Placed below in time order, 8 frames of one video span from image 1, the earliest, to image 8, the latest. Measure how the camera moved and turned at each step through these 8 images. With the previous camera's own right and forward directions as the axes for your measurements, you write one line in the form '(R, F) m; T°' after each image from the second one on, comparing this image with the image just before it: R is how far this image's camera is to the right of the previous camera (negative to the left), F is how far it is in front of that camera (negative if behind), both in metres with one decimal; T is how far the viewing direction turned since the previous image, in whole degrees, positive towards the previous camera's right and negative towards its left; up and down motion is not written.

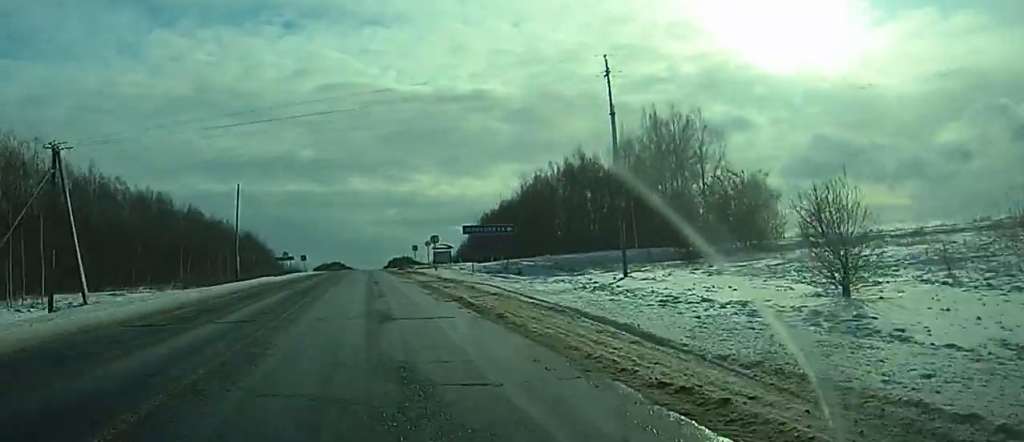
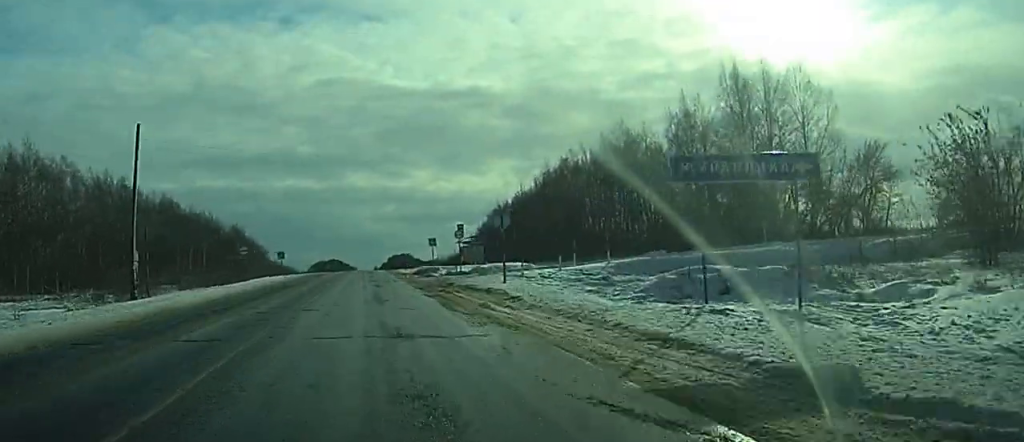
(+0.1, +33.5) m; 0°
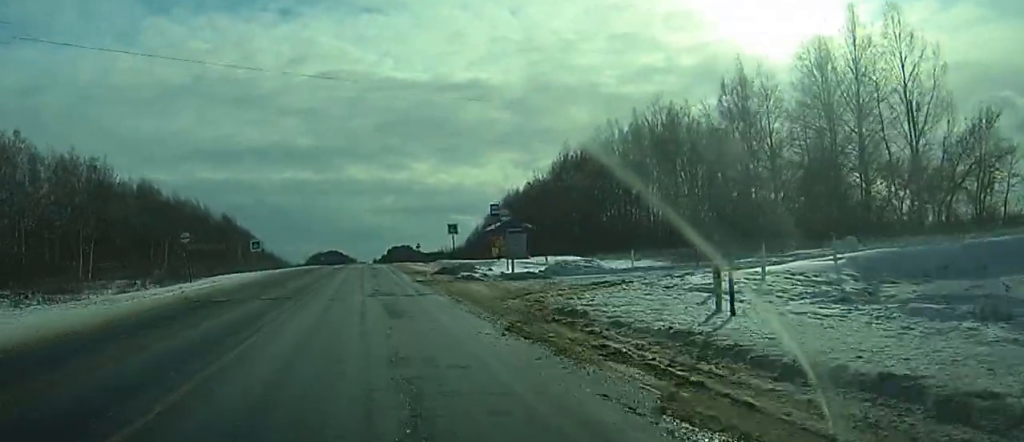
(+0.1, +21.5) m; 0°
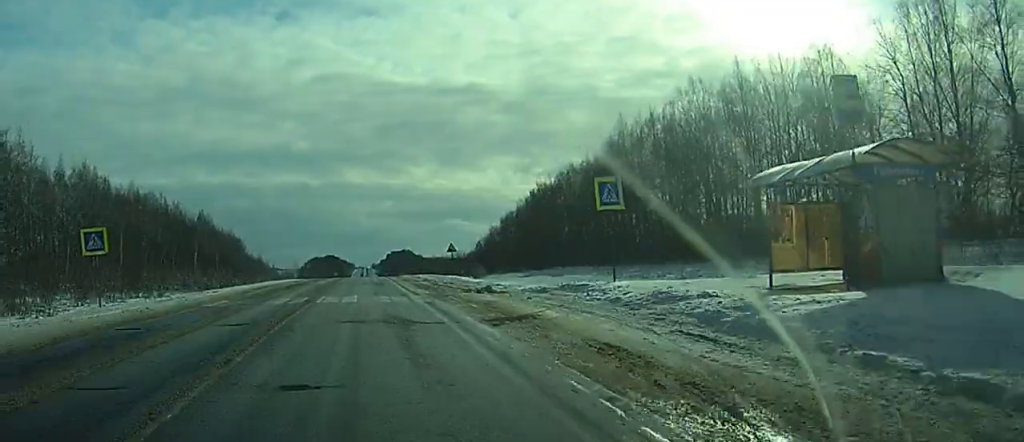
(-0.1, +44.7) m; 0°
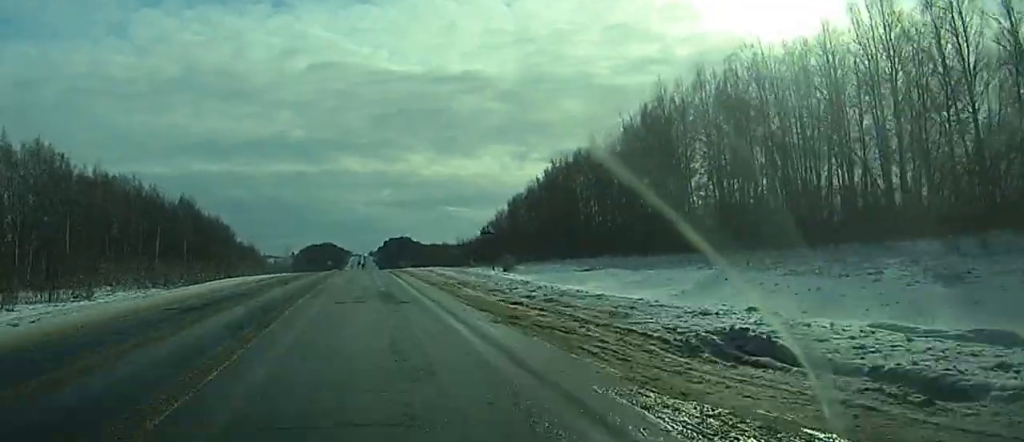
(+0.3, +23.4) m; 0°
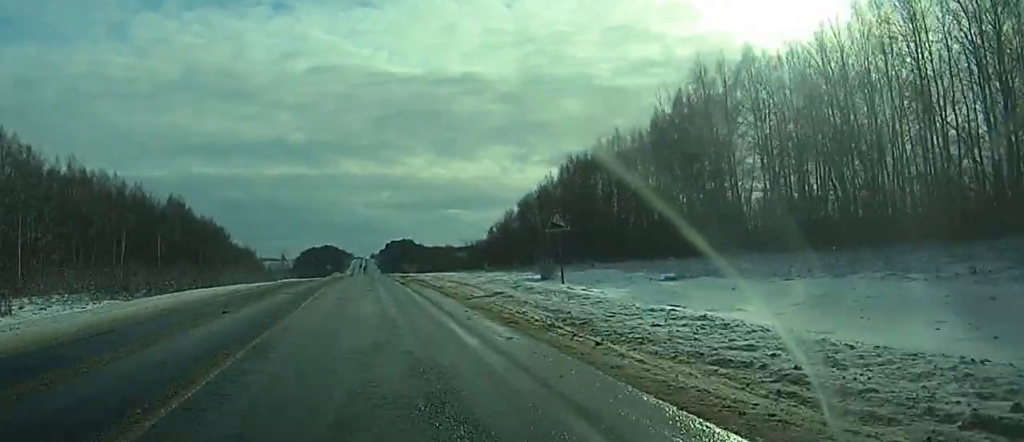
(-0.2, +16.5) m; +1°
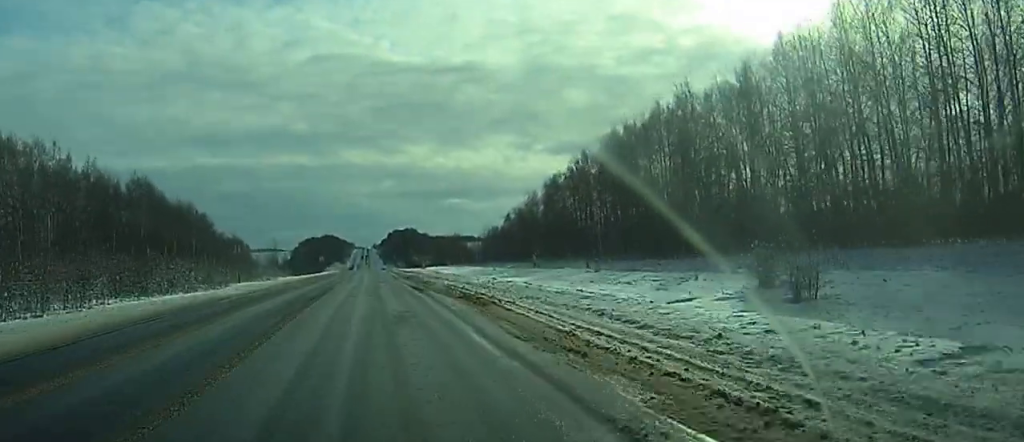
(+0.1, +37.3) m; -2°
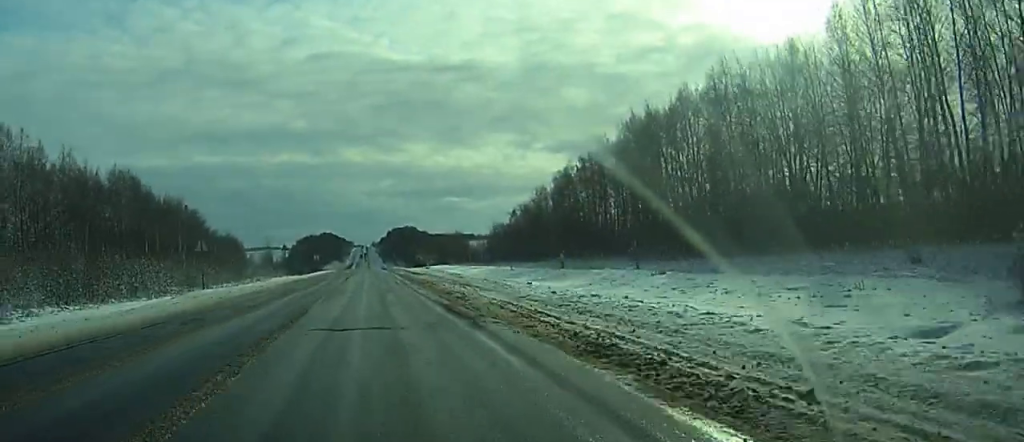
(-0.6, +13.6) m; 0°
